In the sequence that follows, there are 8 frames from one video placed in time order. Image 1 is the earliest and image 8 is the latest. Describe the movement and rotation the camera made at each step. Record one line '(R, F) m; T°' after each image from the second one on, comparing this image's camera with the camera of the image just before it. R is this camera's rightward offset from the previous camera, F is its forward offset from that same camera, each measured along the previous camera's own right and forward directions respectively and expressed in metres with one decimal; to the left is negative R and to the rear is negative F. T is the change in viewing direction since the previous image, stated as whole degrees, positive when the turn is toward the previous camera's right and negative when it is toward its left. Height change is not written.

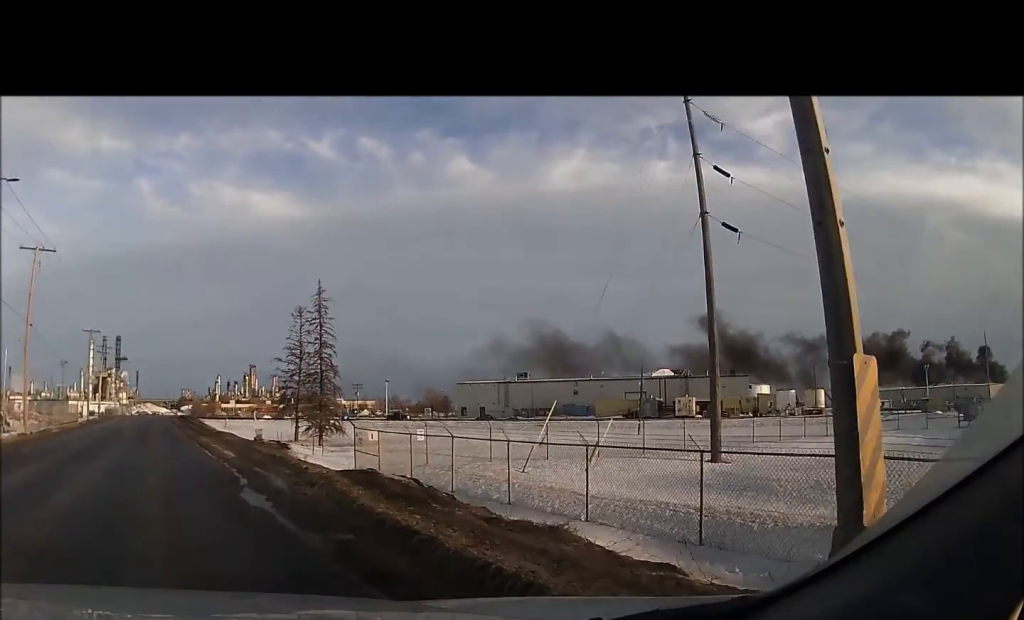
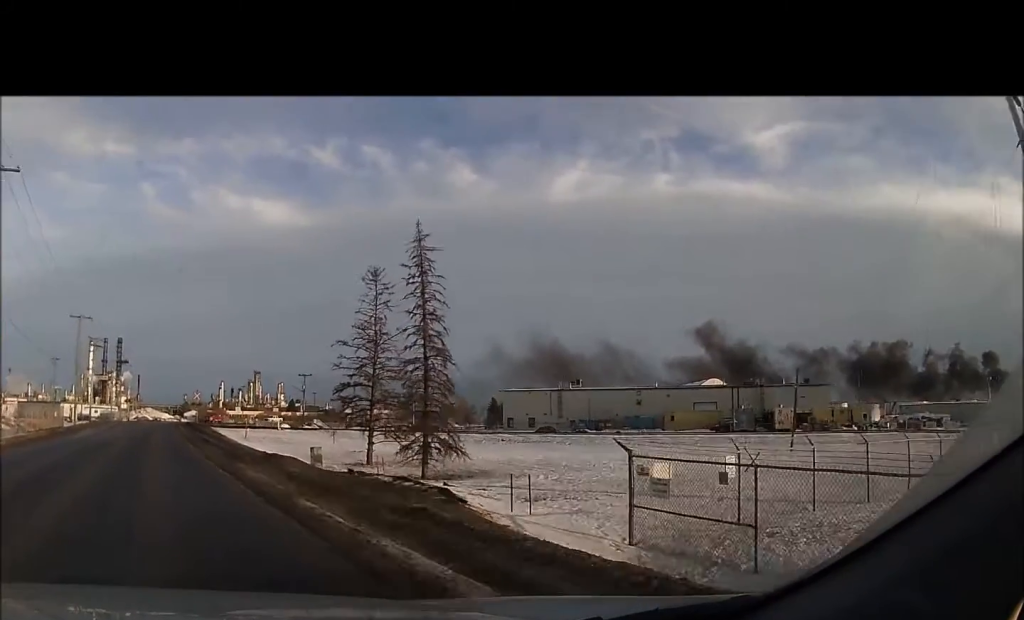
(0.0, +15.7) m; 0°
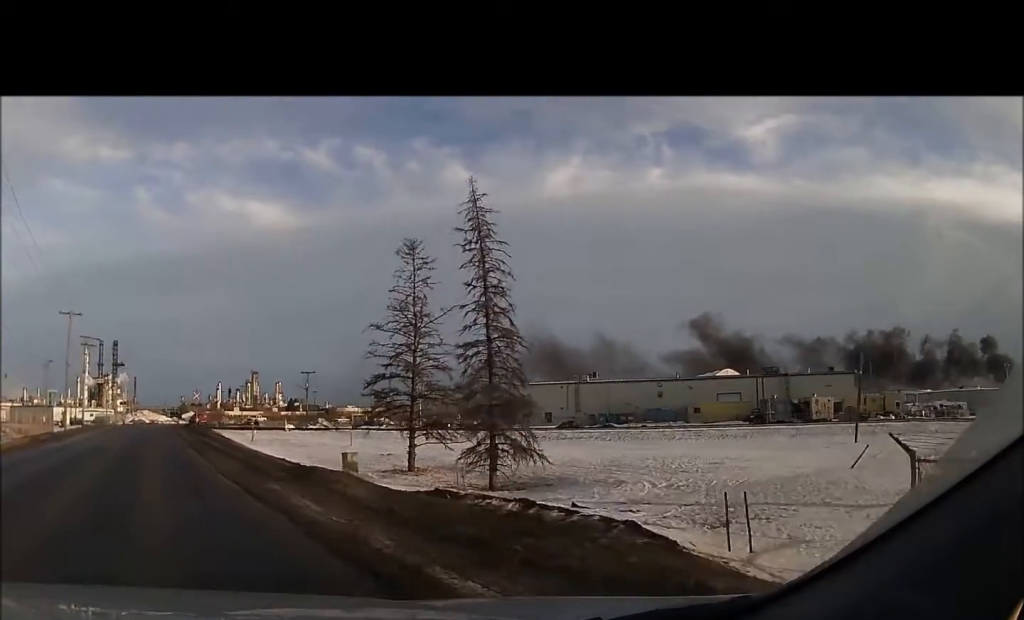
(0.0, +5.1) m; 0°
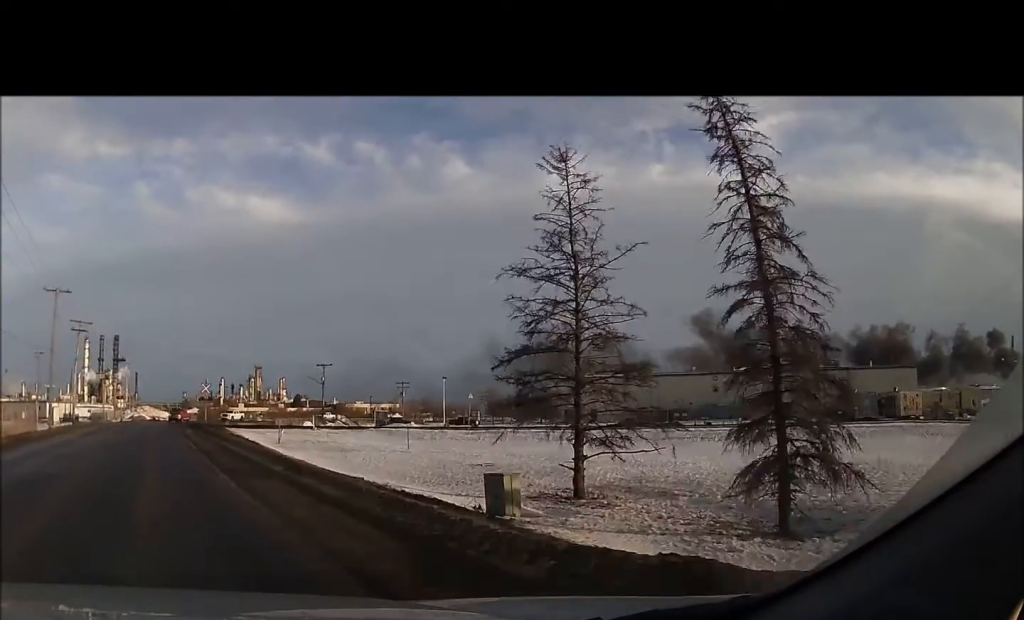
(0.0, +10.7) m; 0°
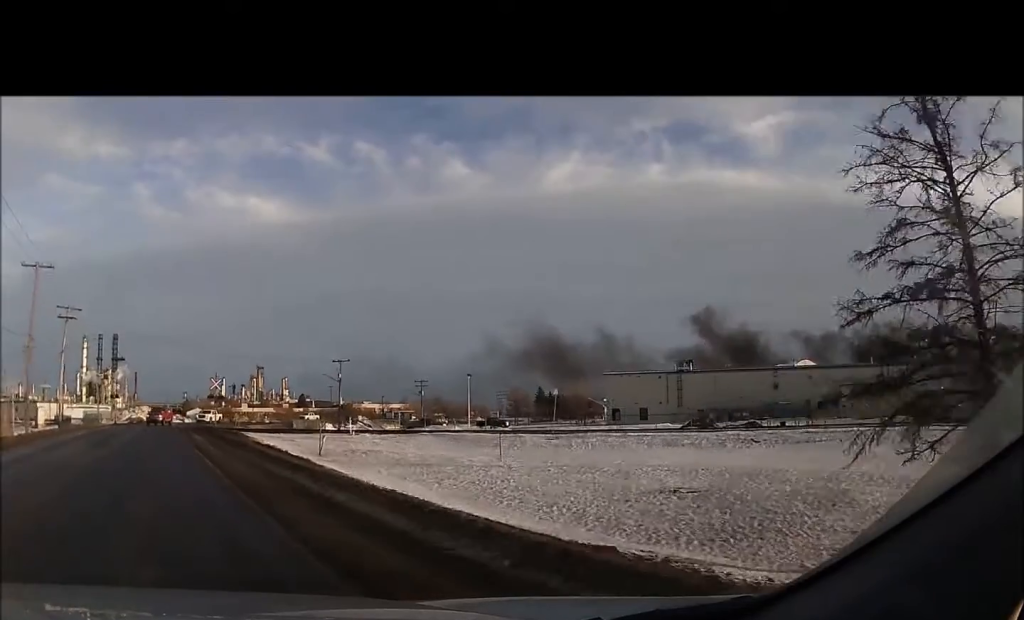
(0.0, +12.0) m; 0°
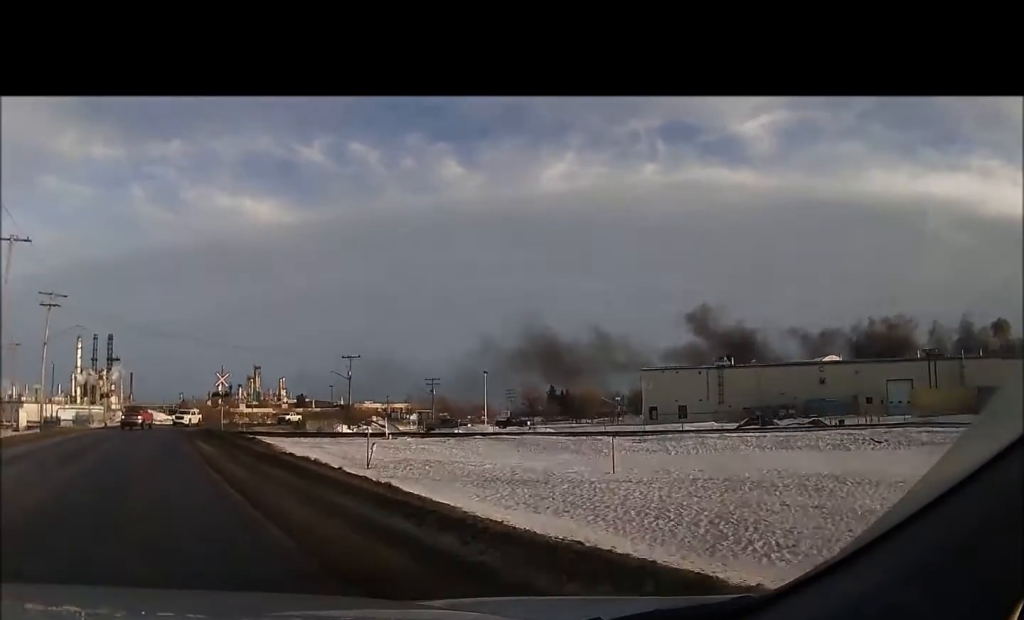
(0.0, +6.8) m; +1°
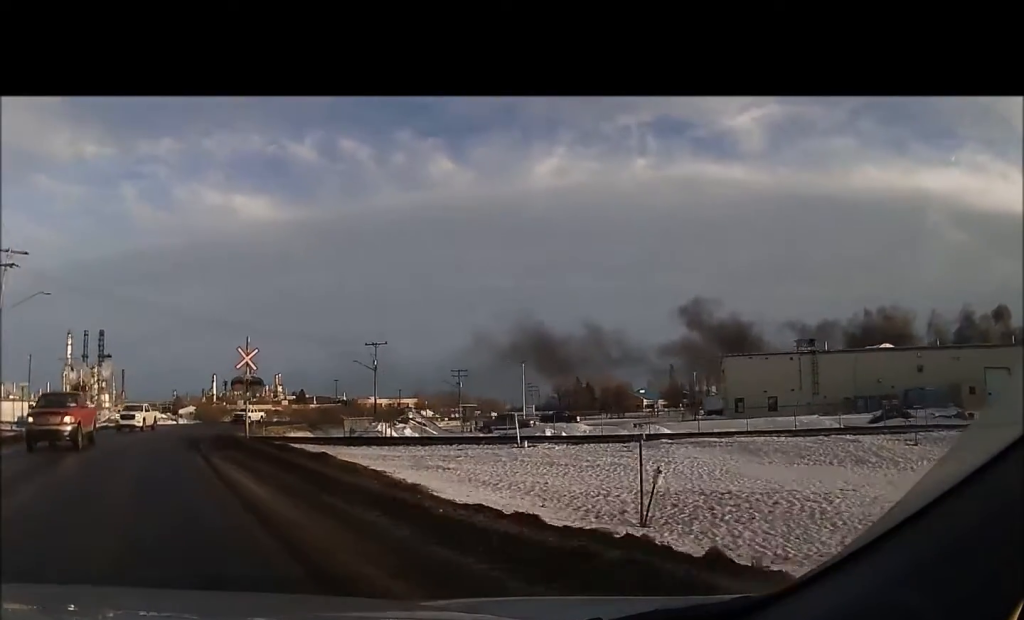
(+0.4, +14.9) m; +1°
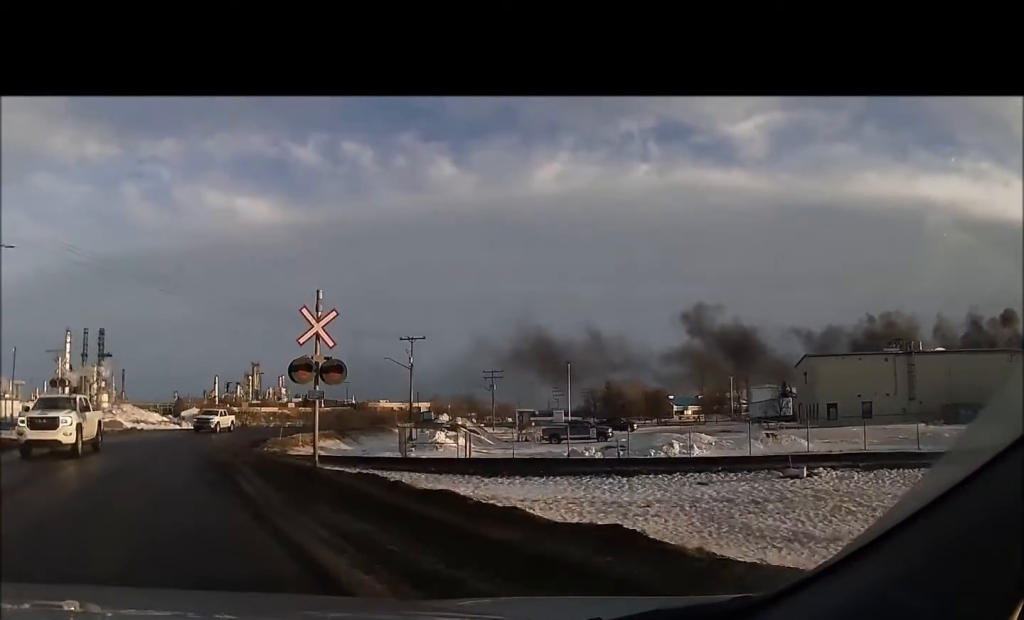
(-0.1, +11.9) m; 0°
